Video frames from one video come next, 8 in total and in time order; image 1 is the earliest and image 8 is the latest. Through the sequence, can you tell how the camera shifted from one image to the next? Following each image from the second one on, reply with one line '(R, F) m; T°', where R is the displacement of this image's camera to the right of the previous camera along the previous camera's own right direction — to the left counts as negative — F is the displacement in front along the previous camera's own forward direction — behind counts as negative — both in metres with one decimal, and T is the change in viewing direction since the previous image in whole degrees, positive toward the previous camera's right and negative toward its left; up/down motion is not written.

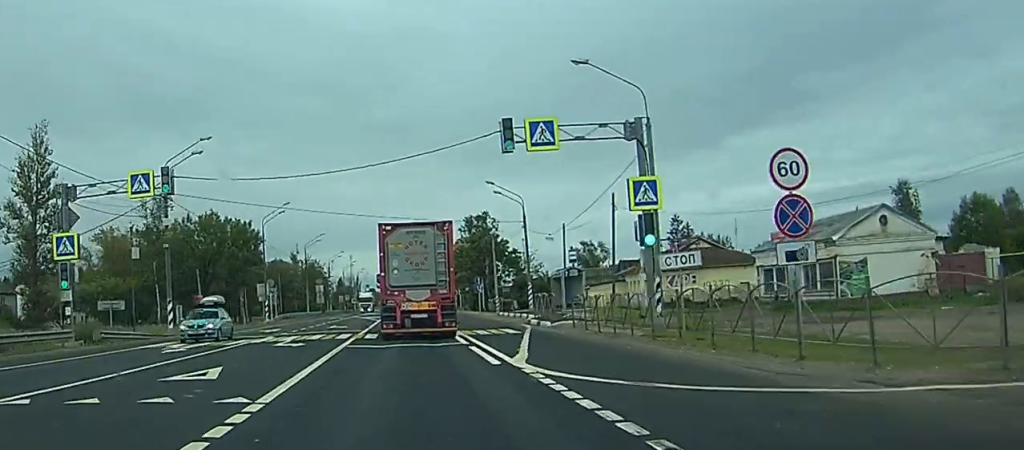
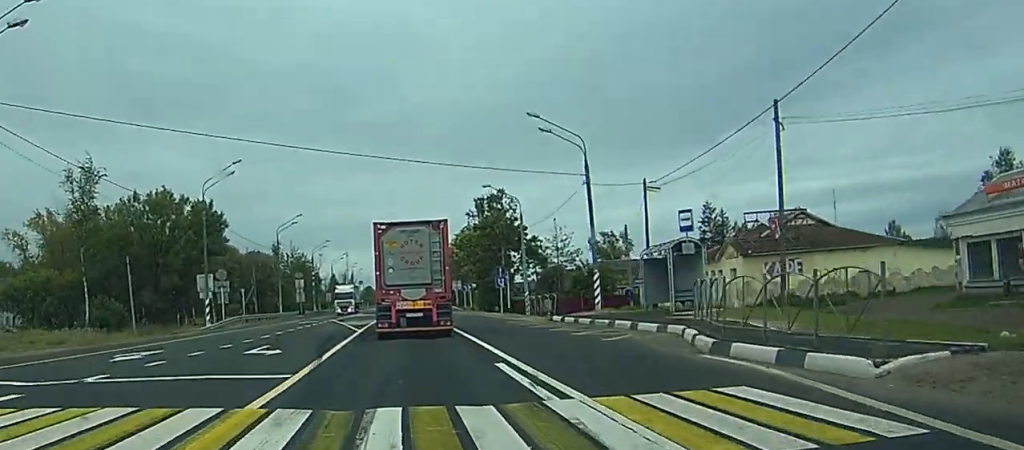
(0.0, +24.9) m; 0°
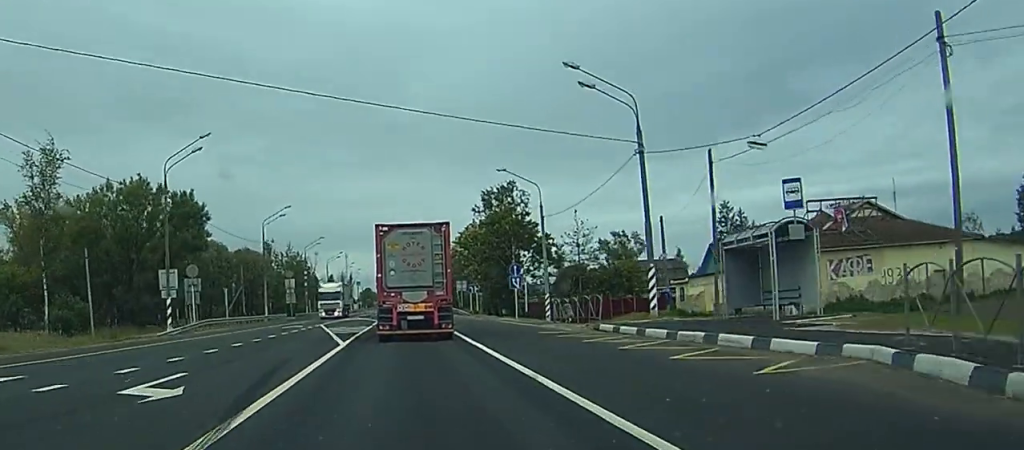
(0.0, +10.1) m; 0°
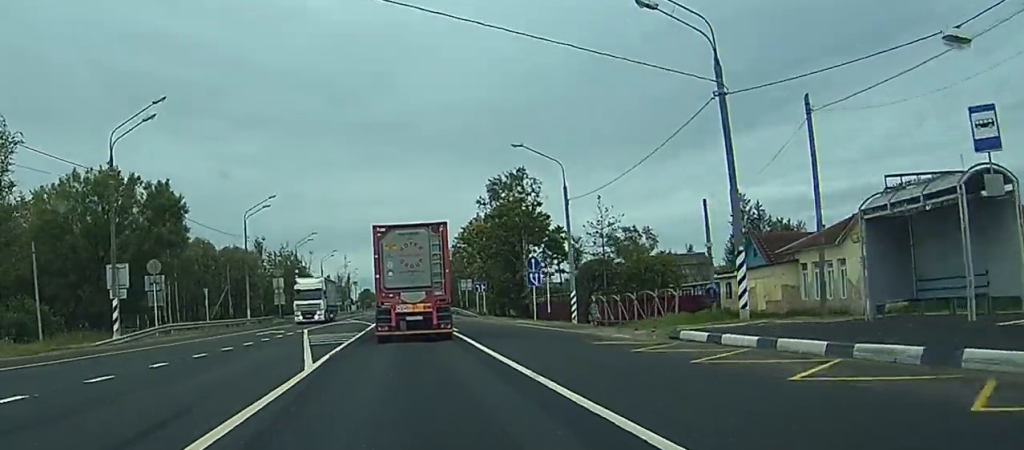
(0.0, +9.5) m; 0°
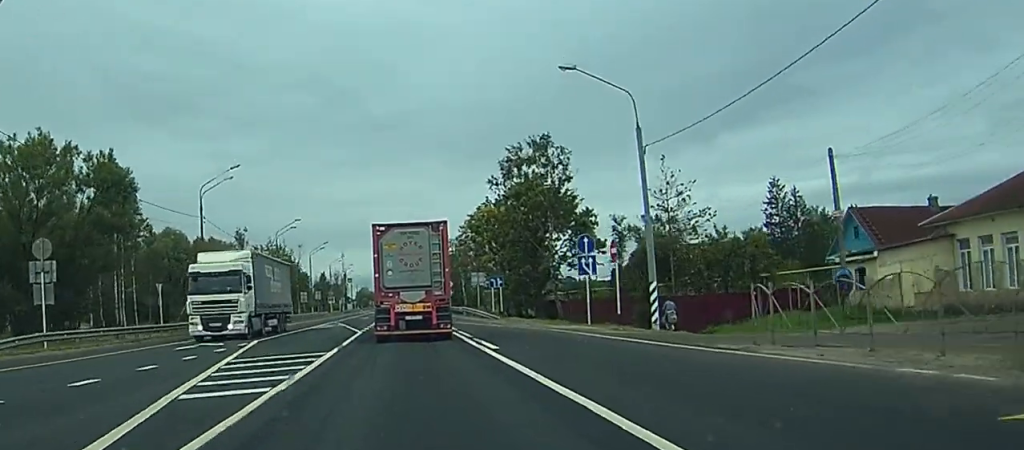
(+0.1, +16.7) m; 0°
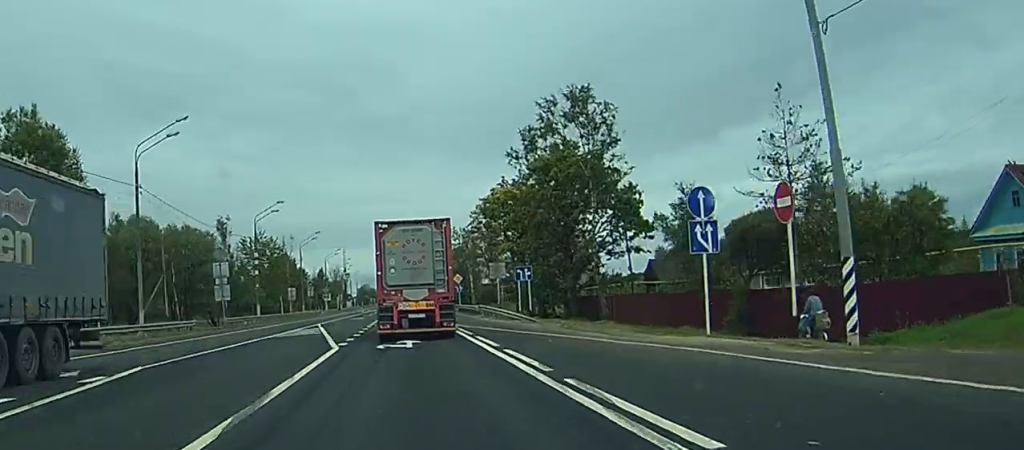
(0.0, +15.6) m; 0°
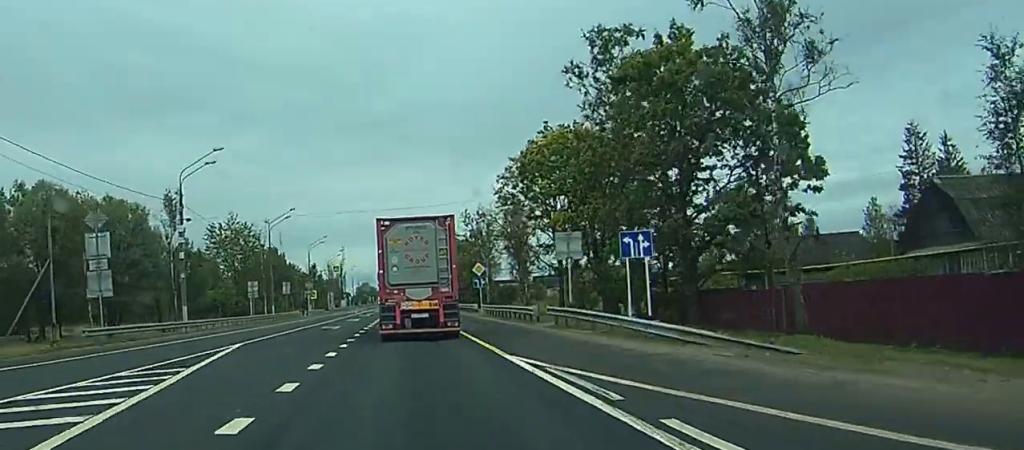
(-0.1, +28.4) m; 0°
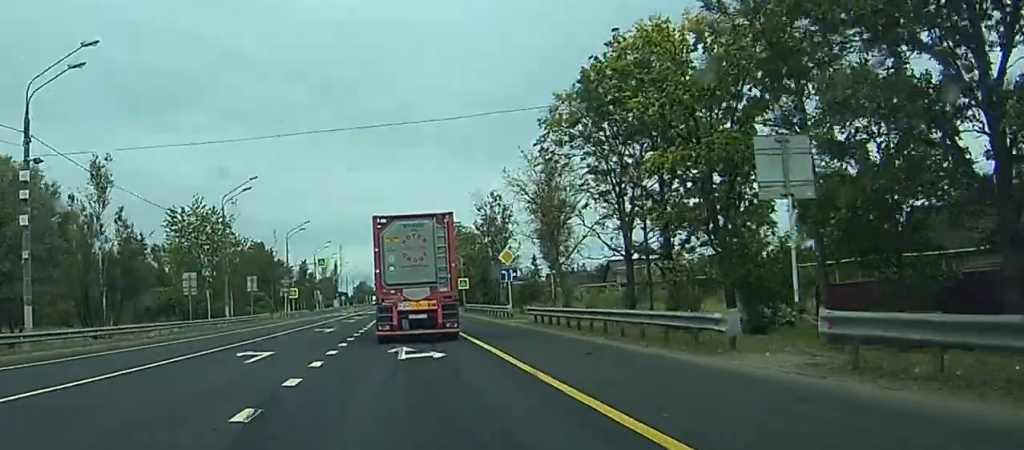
(0.0, +23.0) m; 0°
